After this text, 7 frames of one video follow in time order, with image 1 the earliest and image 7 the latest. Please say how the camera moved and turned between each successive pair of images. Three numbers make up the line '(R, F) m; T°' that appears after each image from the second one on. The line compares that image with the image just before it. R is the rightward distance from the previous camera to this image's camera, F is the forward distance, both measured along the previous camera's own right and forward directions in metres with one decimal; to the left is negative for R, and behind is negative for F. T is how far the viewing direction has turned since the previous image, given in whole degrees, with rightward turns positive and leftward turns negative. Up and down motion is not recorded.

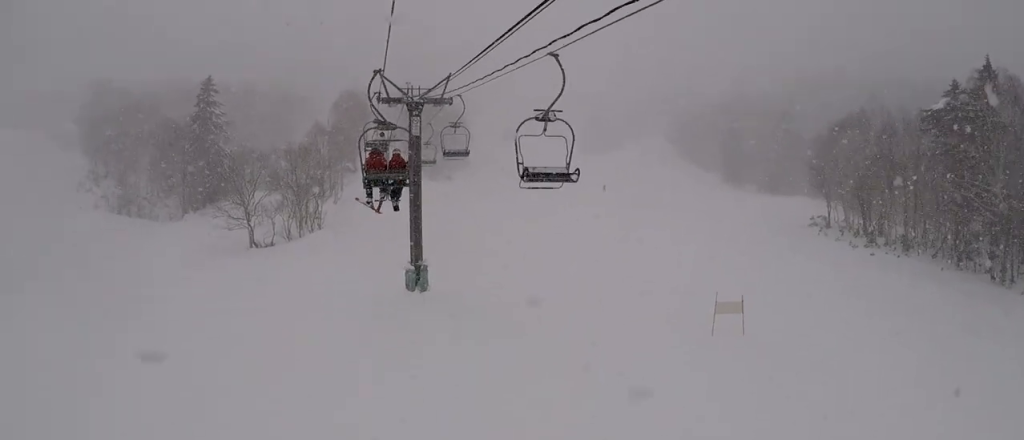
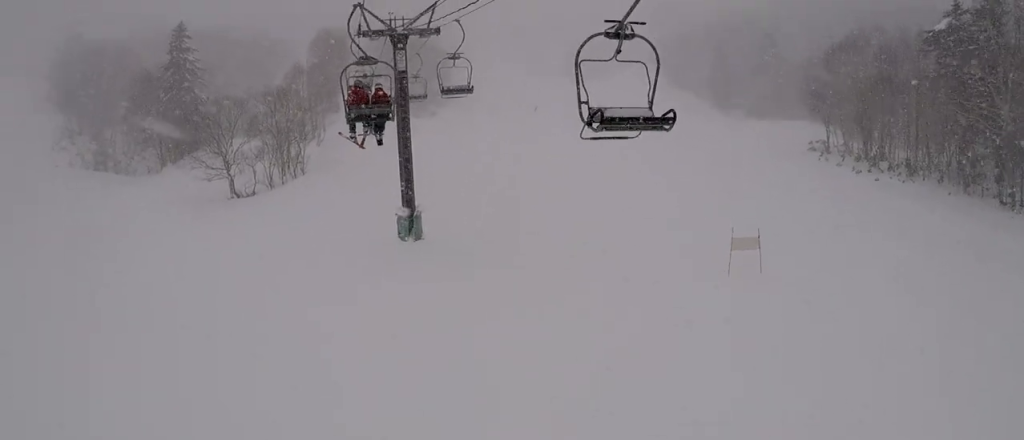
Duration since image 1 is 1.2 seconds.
(+0.1, +2.3) m; +8°
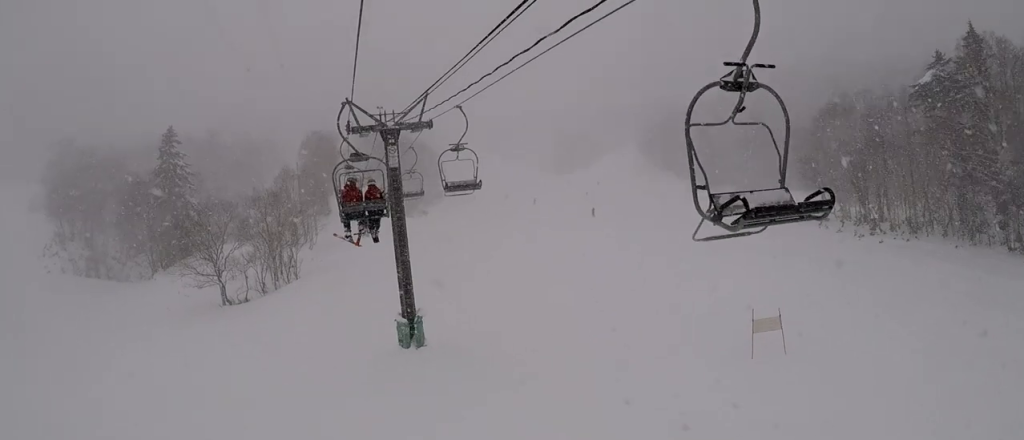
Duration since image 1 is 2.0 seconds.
(+0.1, +1.4) m; +6°
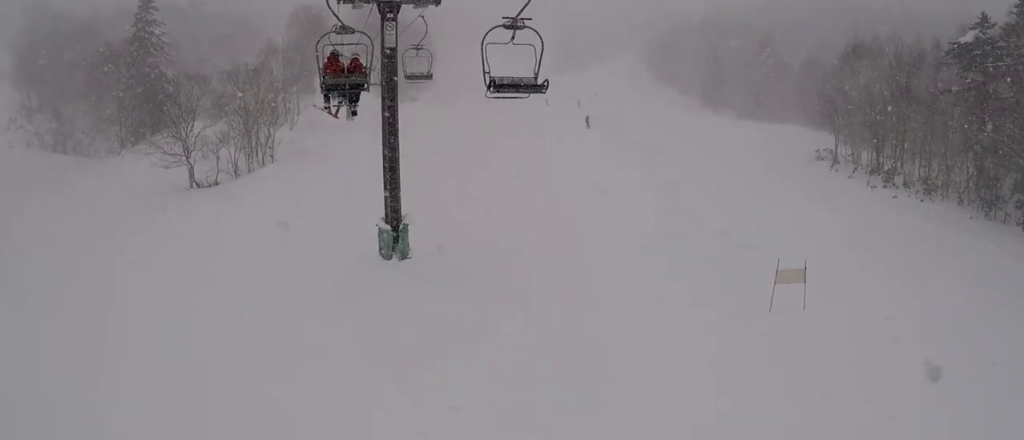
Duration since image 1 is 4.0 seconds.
(+0.2, +3.7) m; +4°
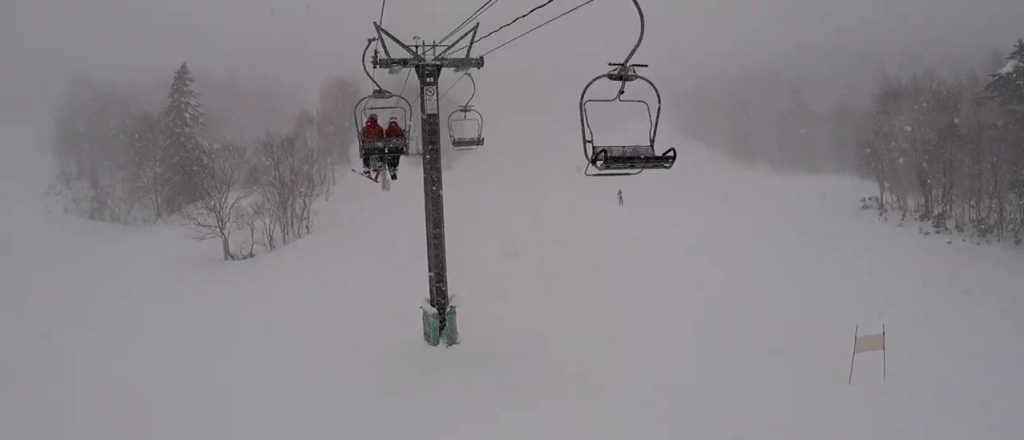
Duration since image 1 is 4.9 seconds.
(0.0, +1.7) m; -1°
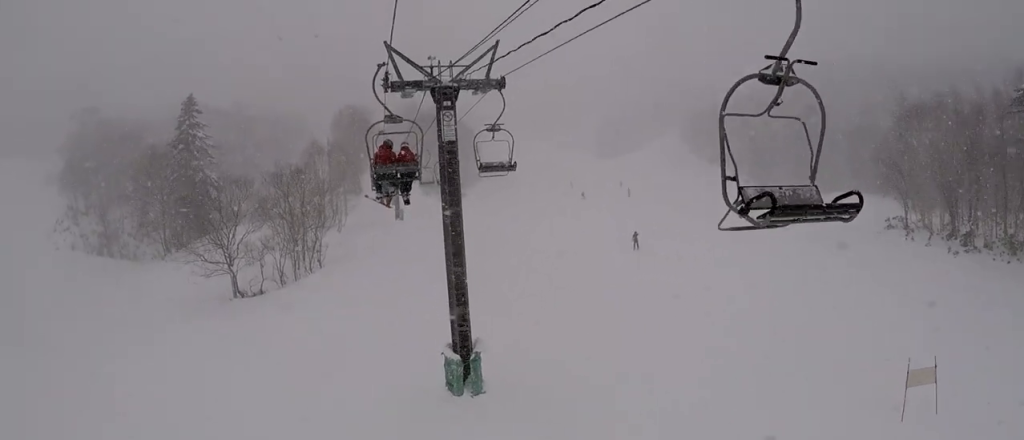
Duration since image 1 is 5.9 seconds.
(0.0, +1.7) m; -5°
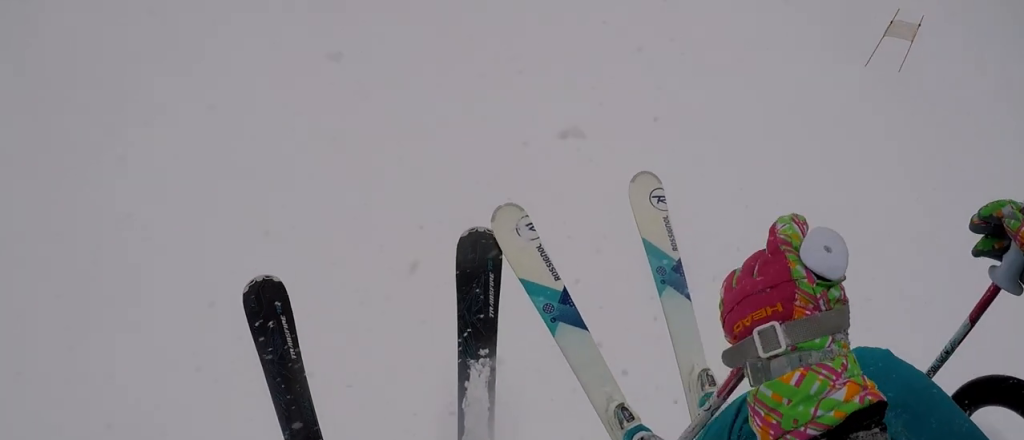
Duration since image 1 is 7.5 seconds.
(-0.4, +3.1) m; -12°
